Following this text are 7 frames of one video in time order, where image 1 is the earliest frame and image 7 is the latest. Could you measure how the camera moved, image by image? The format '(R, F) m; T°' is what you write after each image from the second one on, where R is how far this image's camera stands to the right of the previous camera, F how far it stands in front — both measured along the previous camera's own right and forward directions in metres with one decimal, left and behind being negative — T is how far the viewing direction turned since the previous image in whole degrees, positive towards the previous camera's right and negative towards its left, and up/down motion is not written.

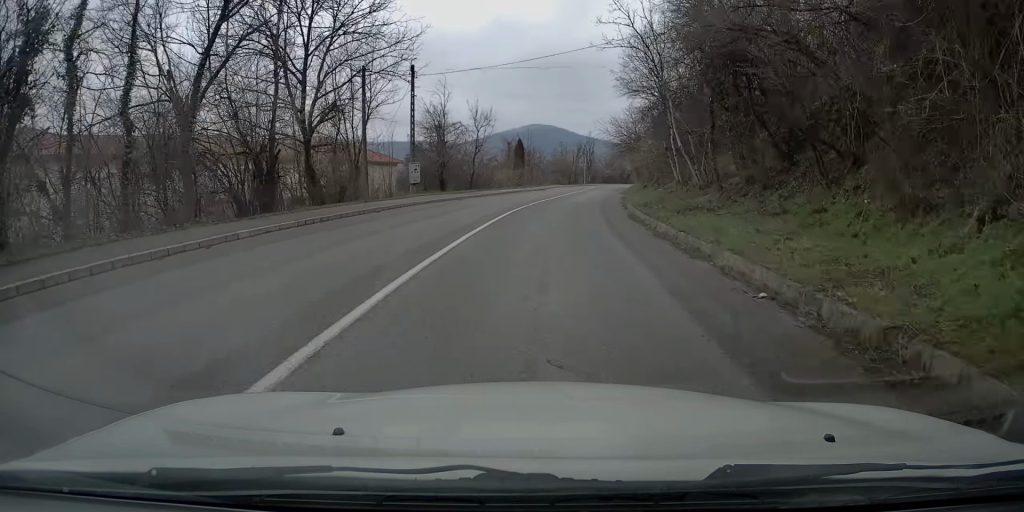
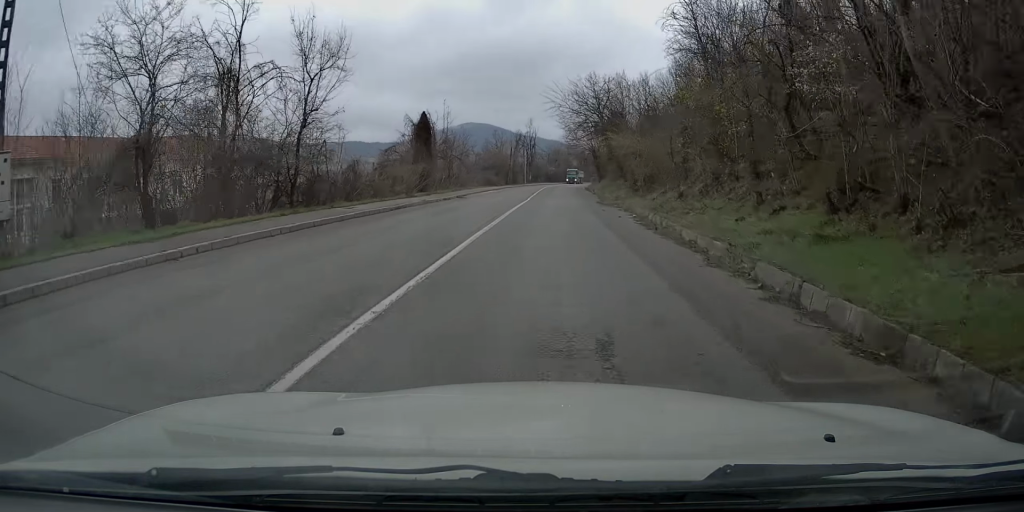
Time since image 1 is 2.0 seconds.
(+0.9, +27.9) m; +6°
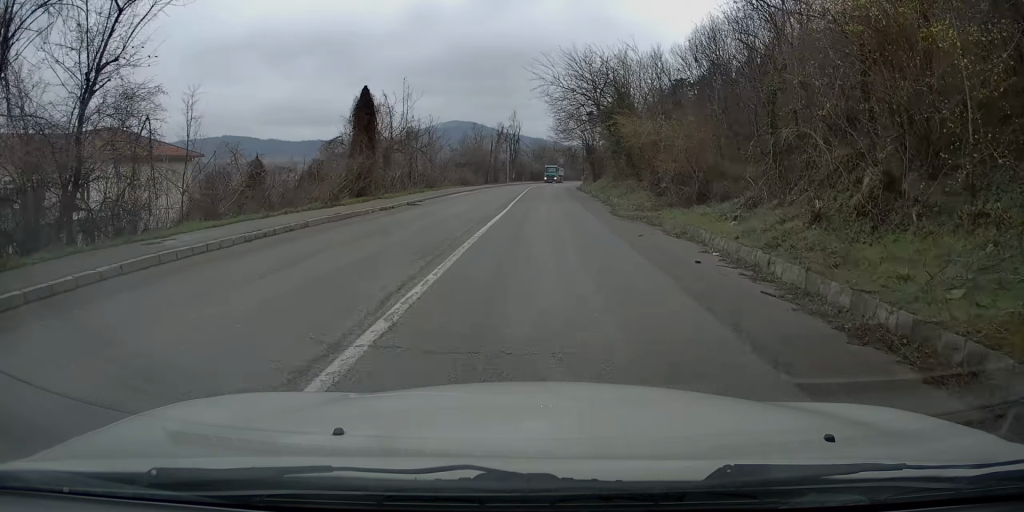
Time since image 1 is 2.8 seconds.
(+0.4, +11.5) m; +3°
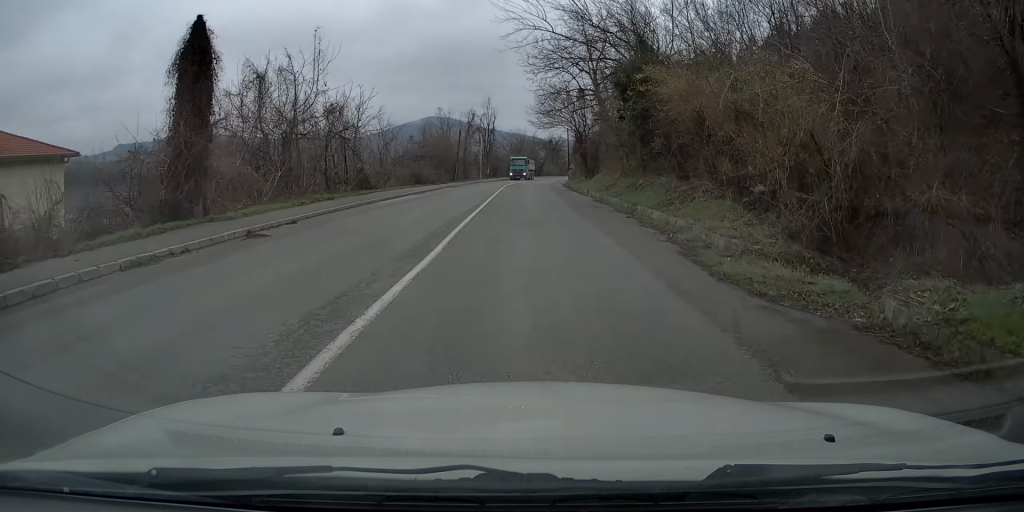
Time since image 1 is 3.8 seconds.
(+0.3, +14.4) m; +3°
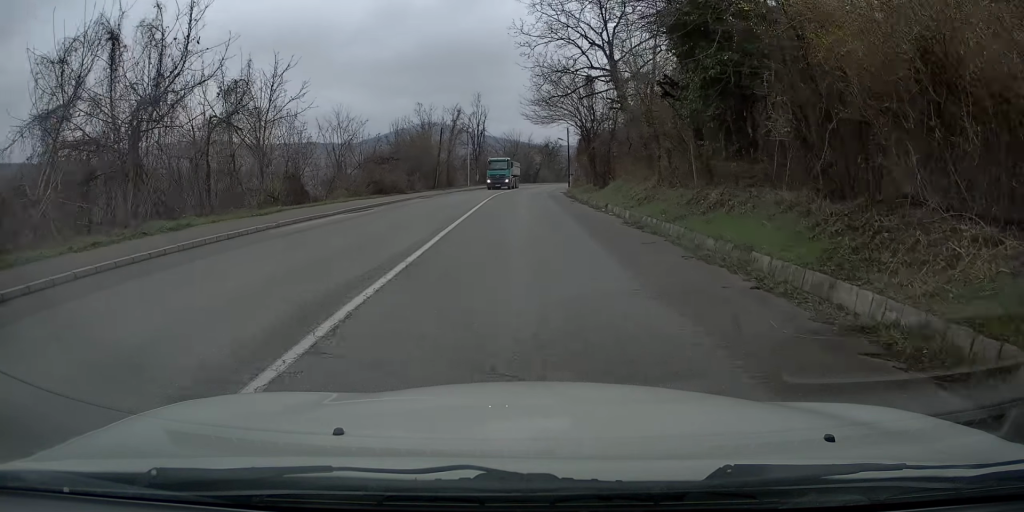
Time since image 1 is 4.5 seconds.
(+0.2, +11.0) m; +1°
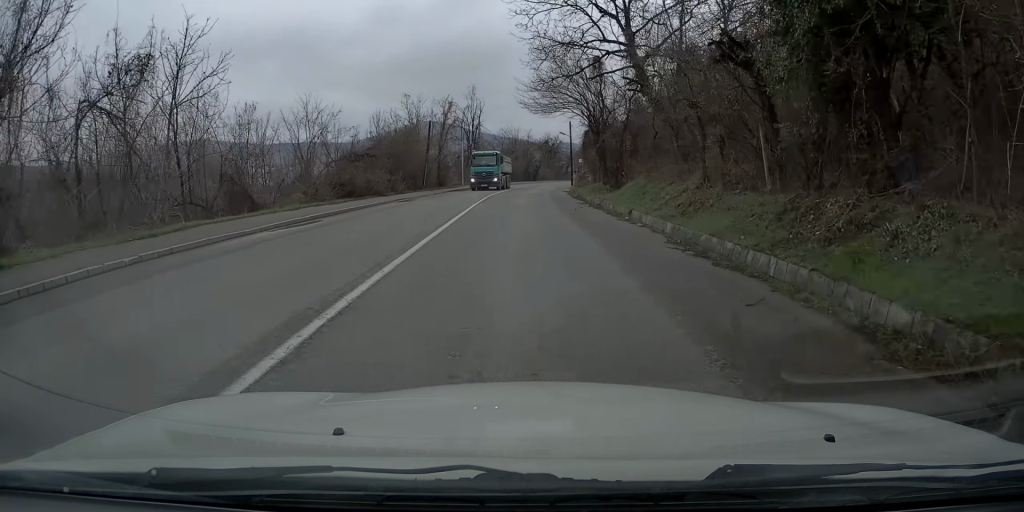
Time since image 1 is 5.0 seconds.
(+0.2, +6.2) m; 0°
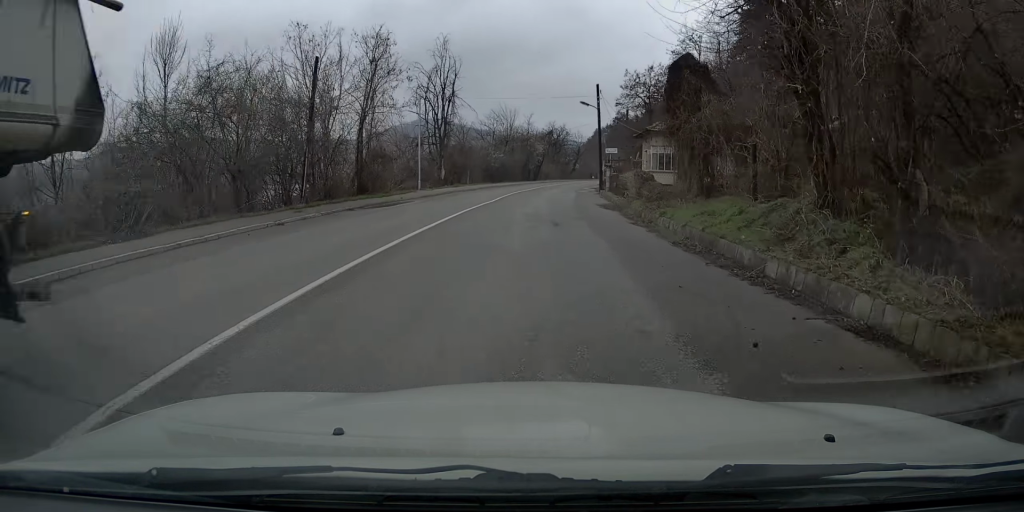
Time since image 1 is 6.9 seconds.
(0.0, +28.3) m; 0°
